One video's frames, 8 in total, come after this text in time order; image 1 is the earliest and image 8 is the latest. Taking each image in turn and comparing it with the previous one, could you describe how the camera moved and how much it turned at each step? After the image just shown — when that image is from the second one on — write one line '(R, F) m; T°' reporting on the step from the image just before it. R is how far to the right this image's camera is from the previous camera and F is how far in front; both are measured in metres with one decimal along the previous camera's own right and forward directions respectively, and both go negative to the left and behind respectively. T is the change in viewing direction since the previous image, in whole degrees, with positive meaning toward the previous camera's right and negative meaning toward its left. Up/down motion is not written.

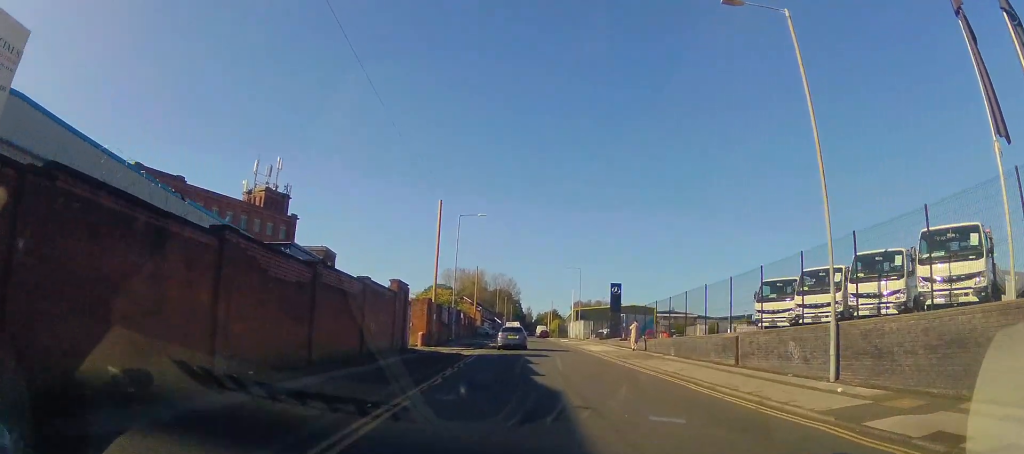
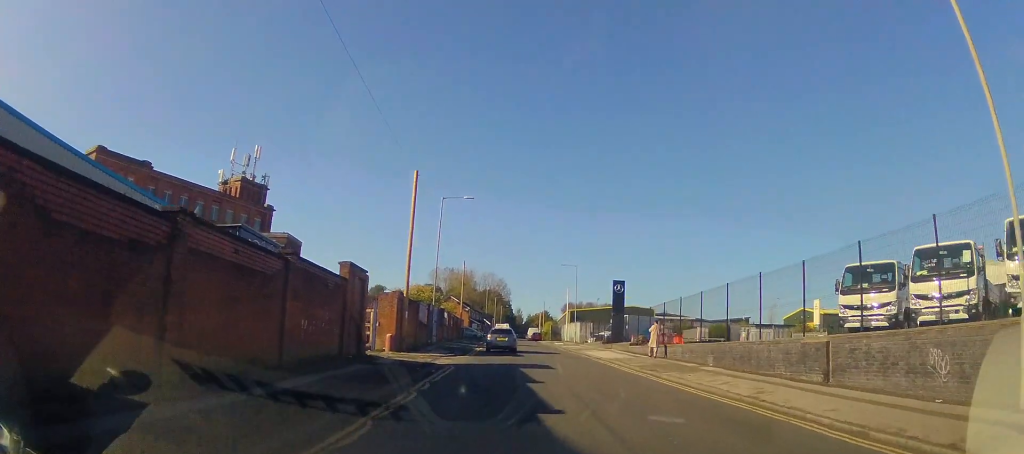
(+0.1, +6.6) m; +1°
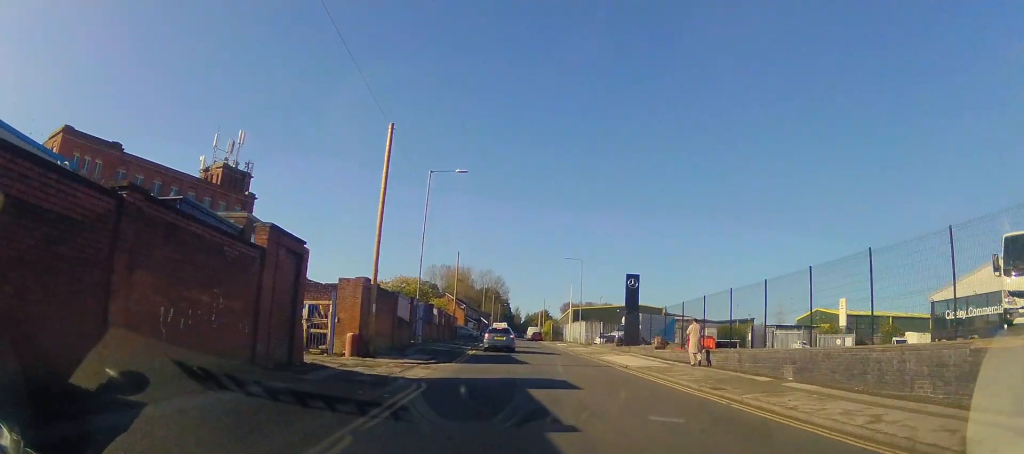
(0.0, +6.5) m; 0°
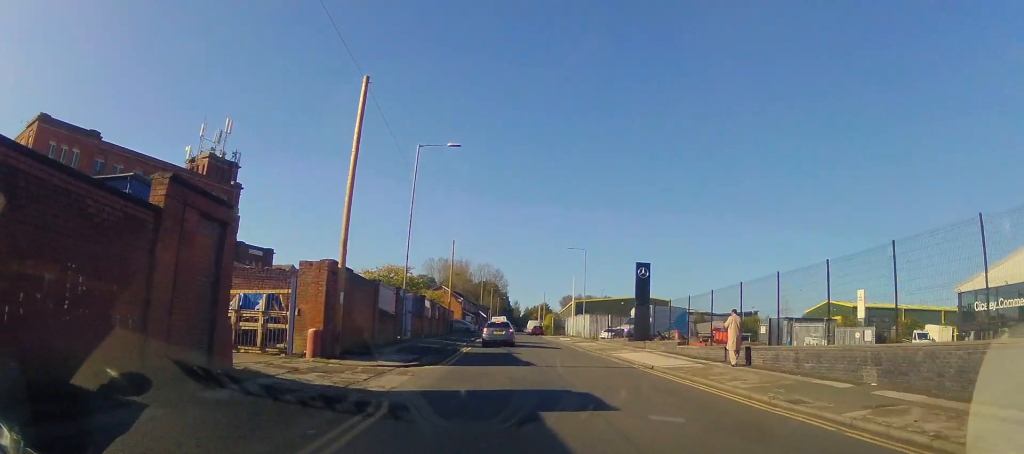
(0.0, +4.0) m; 0°
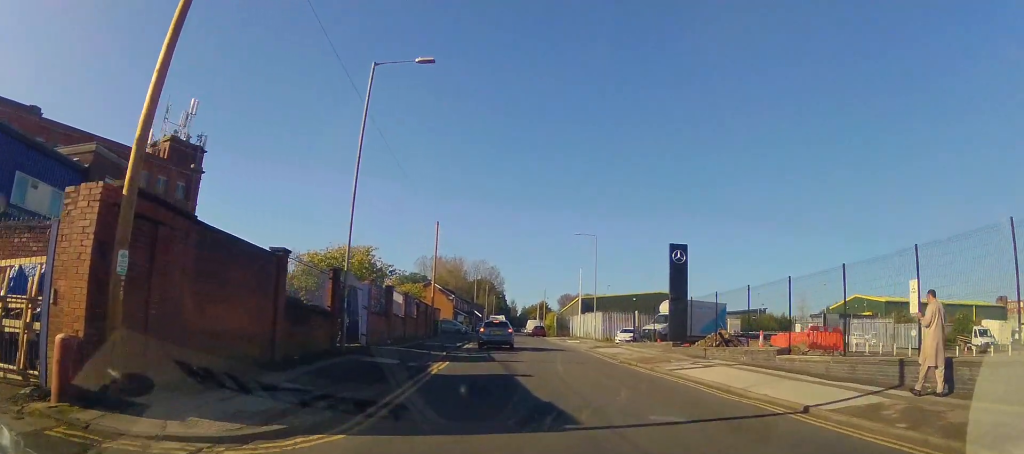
(0.0, +10.1) m; +2°
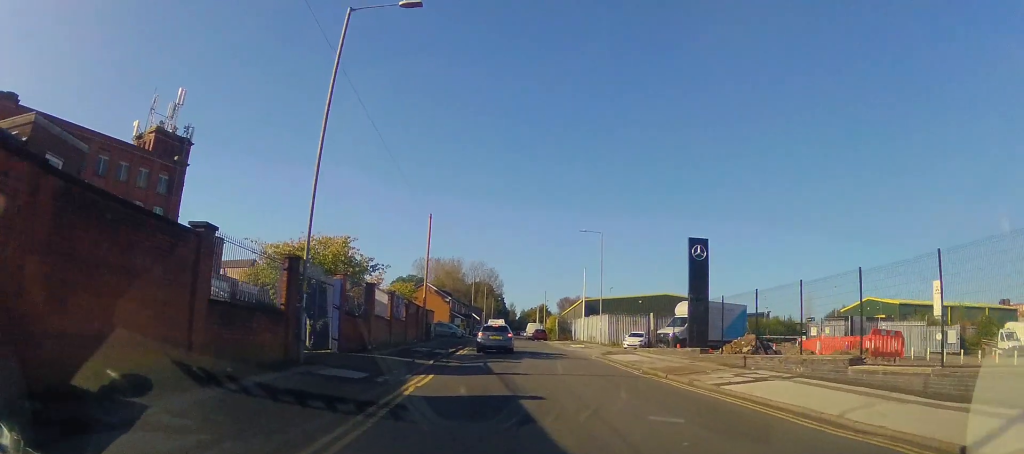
(-0.1, +3.9) m; +1°
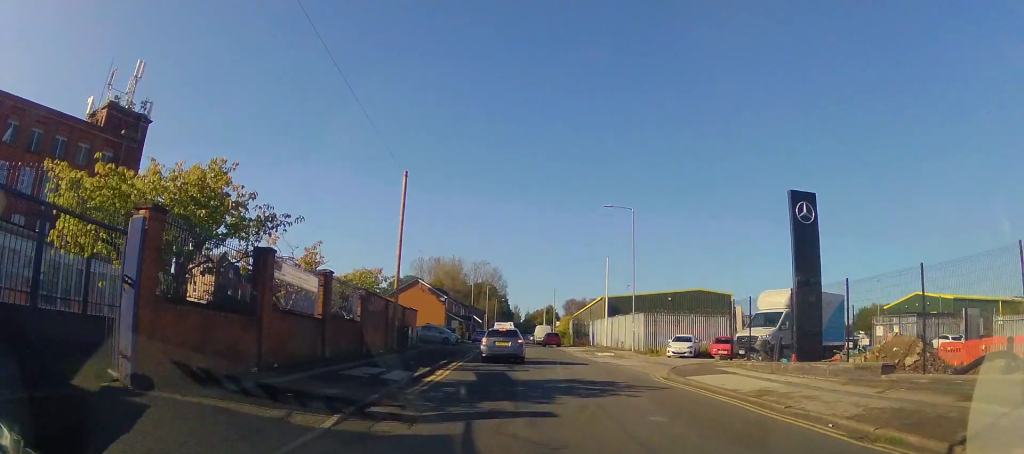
(+0.1, +11.4) m; -3°
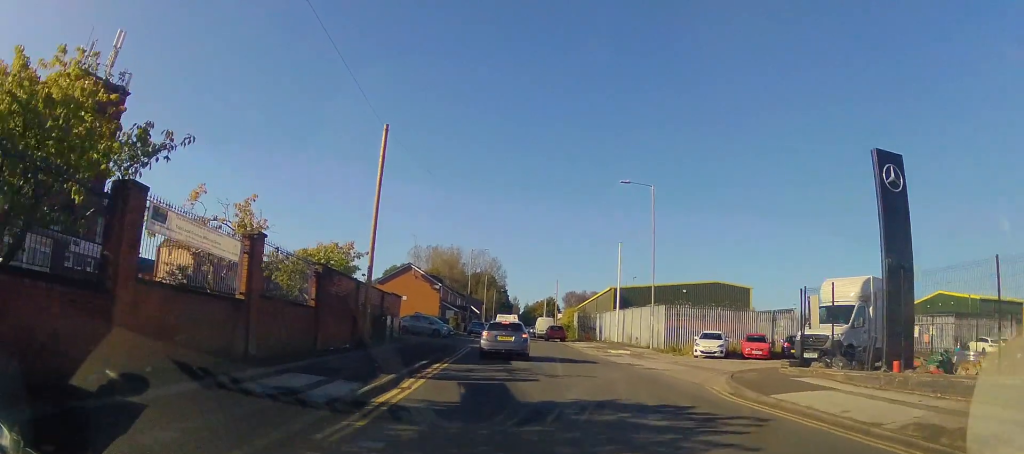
(-0.3, +5.6) m; -2°
